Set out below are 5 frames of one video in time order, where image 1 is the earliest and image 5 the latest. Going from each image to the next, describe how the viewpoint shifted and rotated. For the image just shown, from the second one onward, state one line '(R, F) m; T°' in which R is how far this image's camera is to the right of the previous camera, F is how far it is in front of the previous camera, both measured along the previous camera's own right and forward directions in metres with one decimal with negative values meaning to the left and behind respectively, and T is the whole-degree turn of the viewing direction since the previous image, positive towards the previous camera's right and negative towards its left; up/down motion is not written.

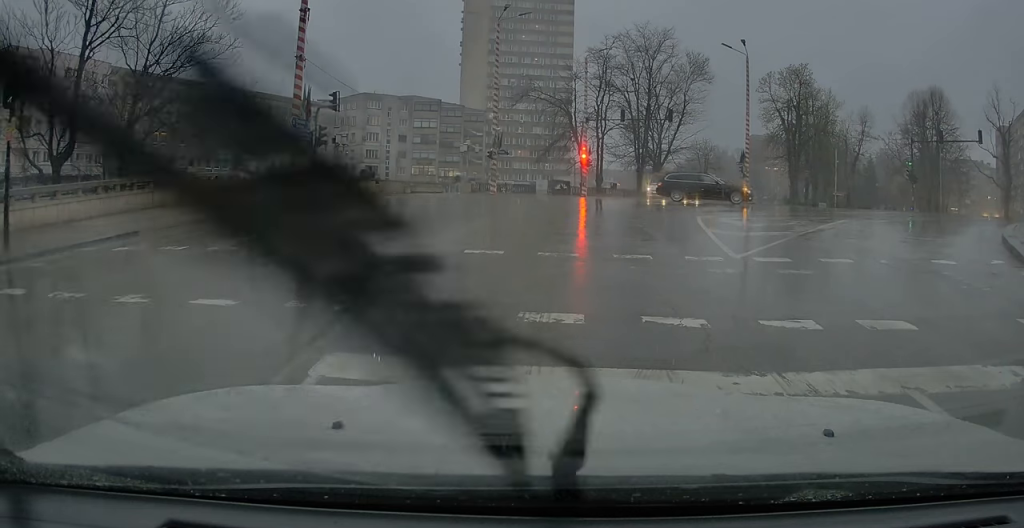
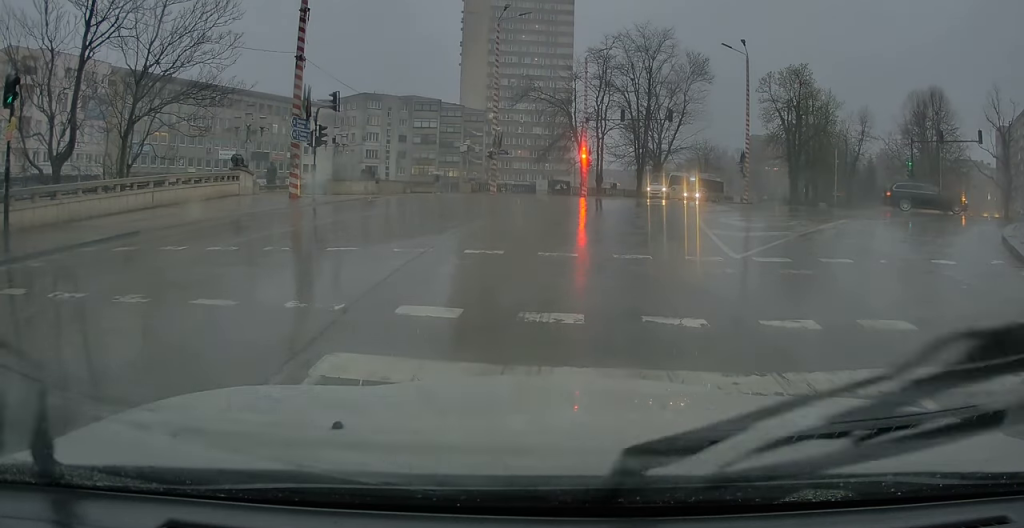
(0.0, 0.0) m; 0°
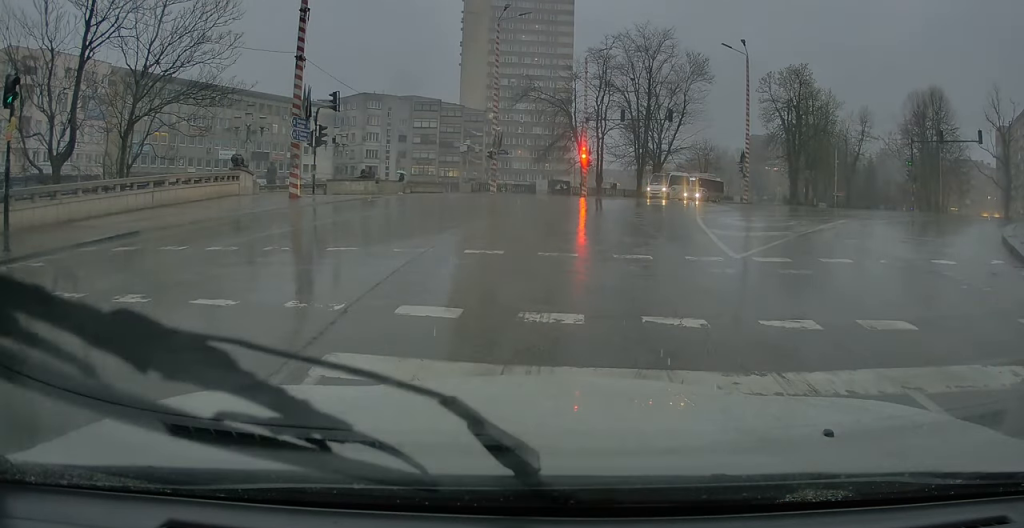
(0.0, 0.0) m; 0°
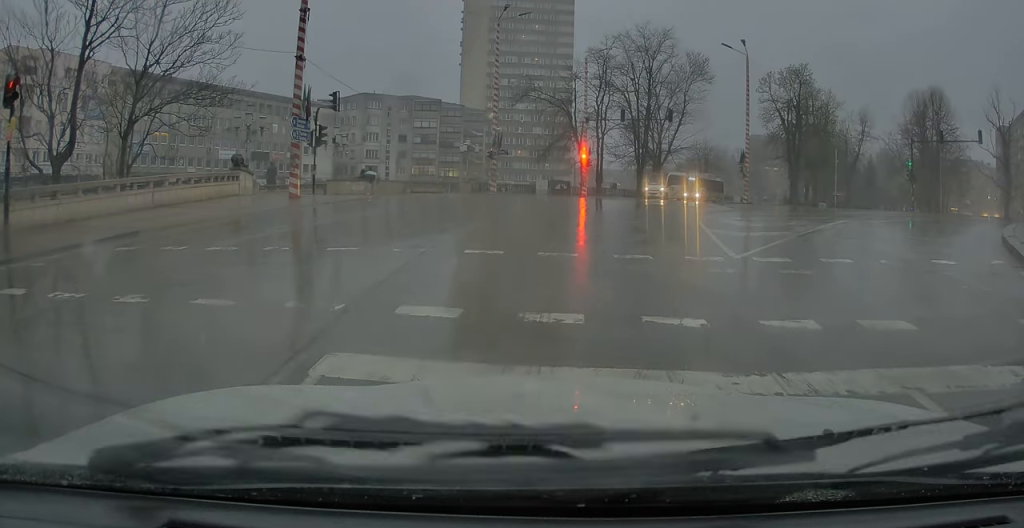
(0.0, 0.0) m; 0°
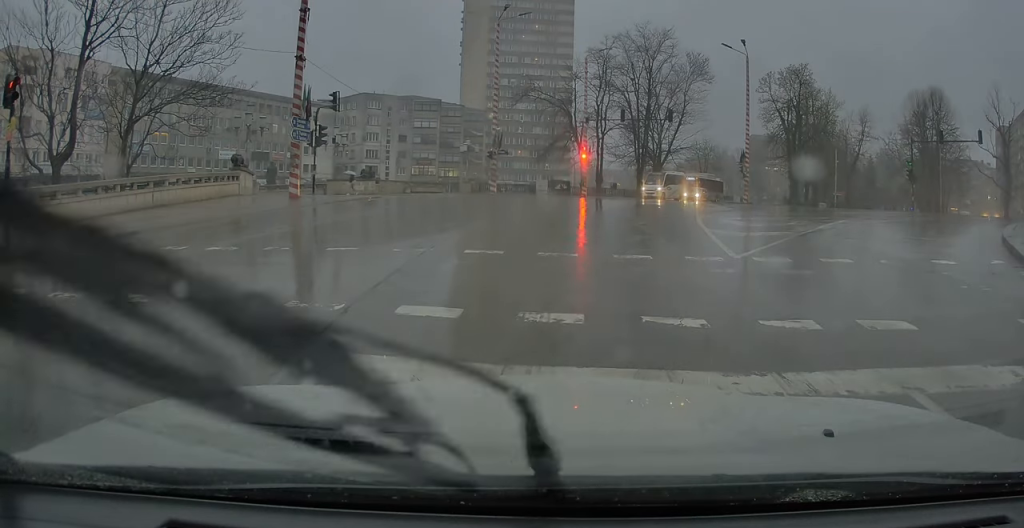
(0.0, 0.0) m; 0°
